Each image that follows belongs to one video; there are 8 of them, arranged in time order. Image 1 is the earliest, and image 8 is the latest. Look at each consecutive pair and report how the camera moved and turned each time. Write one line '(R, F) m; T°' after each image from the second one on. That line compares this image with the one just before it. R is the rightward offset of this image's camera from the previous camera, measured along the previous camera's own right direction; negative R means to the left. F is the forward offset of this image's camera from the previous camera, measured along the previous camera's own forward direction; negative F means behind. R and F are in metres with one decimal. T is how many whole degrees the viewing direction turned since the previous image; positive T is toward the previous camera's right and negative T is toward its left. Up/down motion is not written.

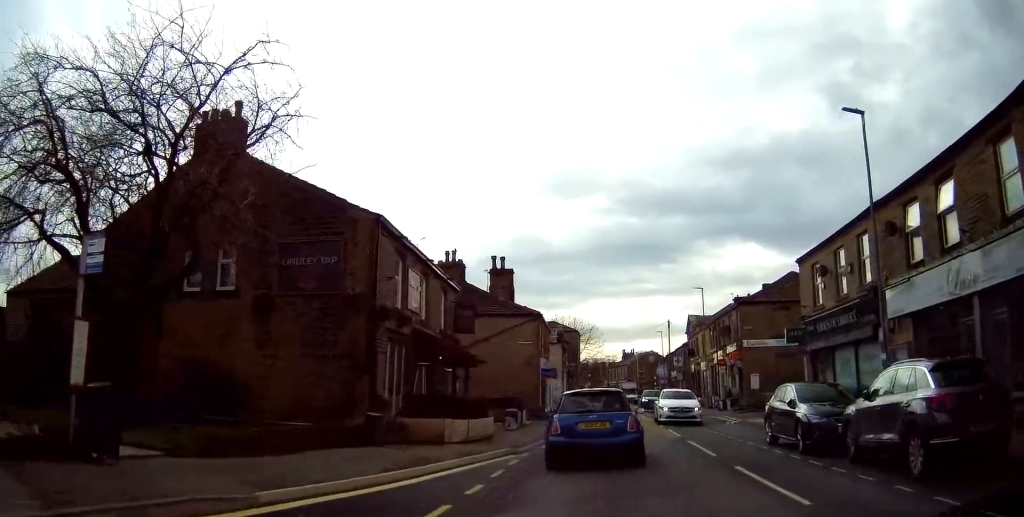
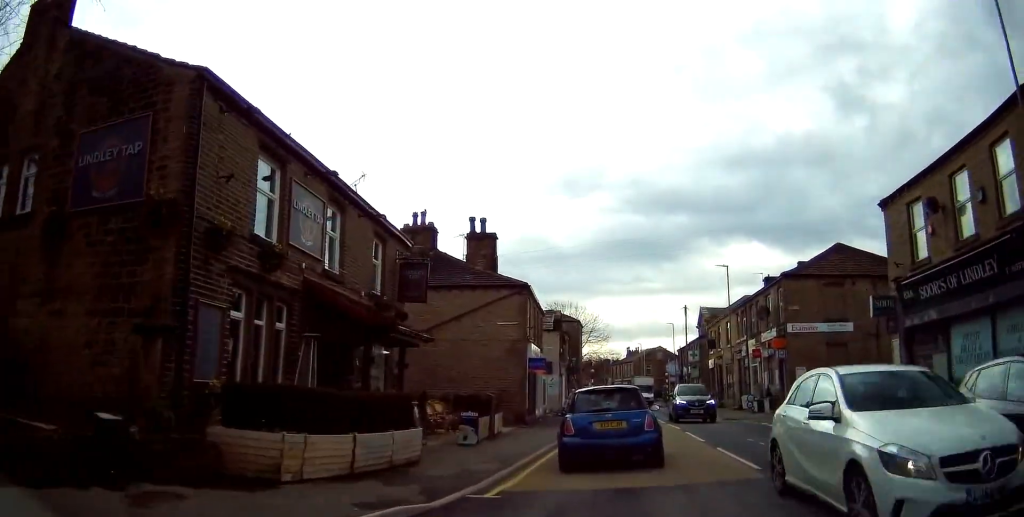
(0.0, +9.0) m; 0°
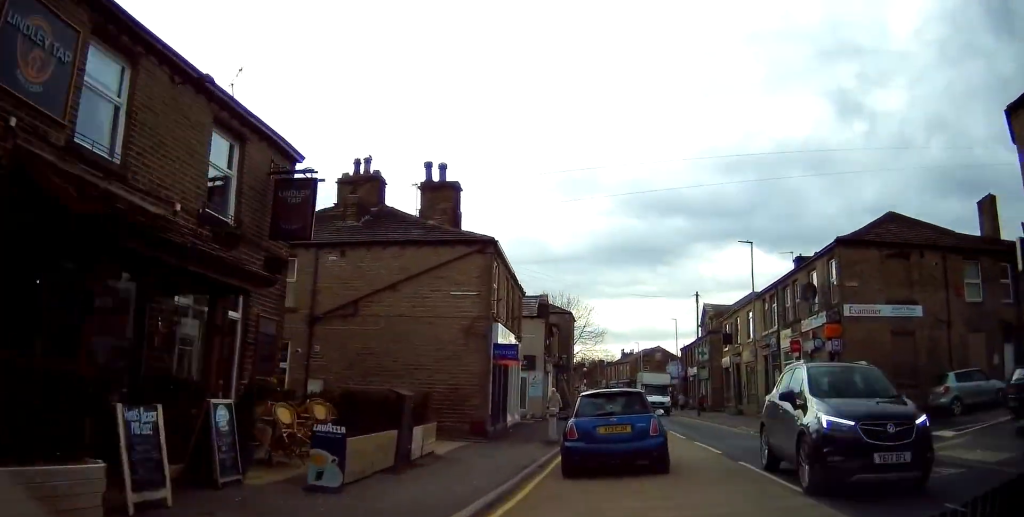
(0.0, +8.1) m; 0°
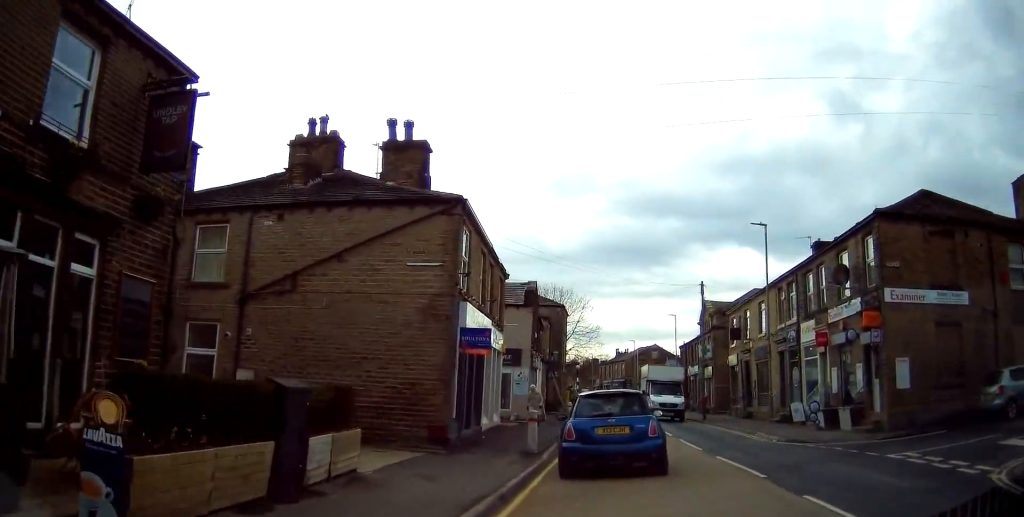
(0.0, +4.0) m; 0°
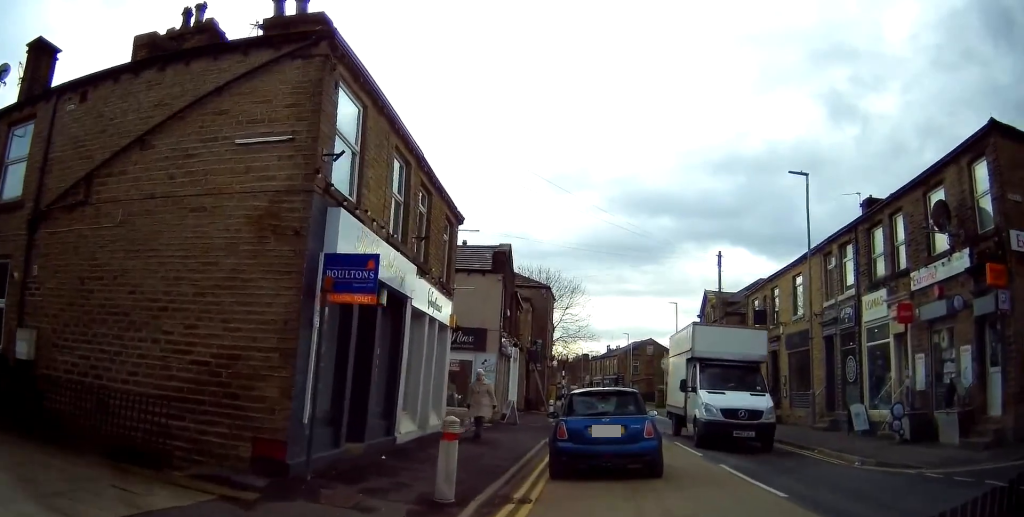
(0.0, +7.7) m; +3°
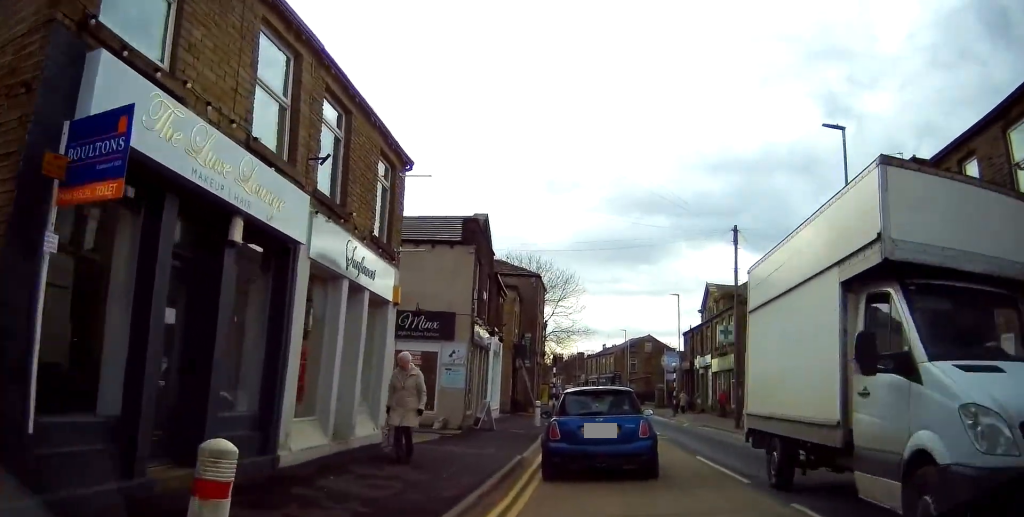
(+0.2, +4.9) m; +1°
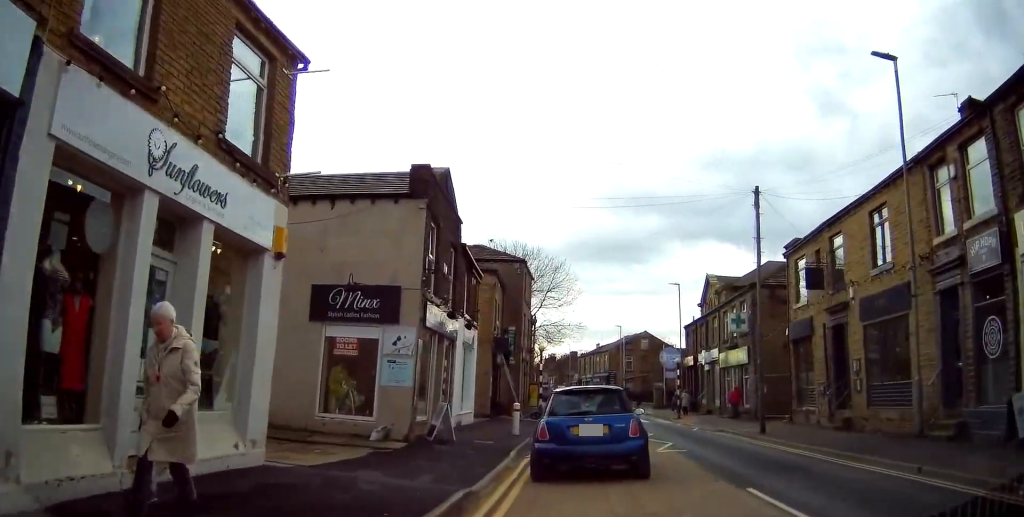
(+0.2, +4.9) m; -1°
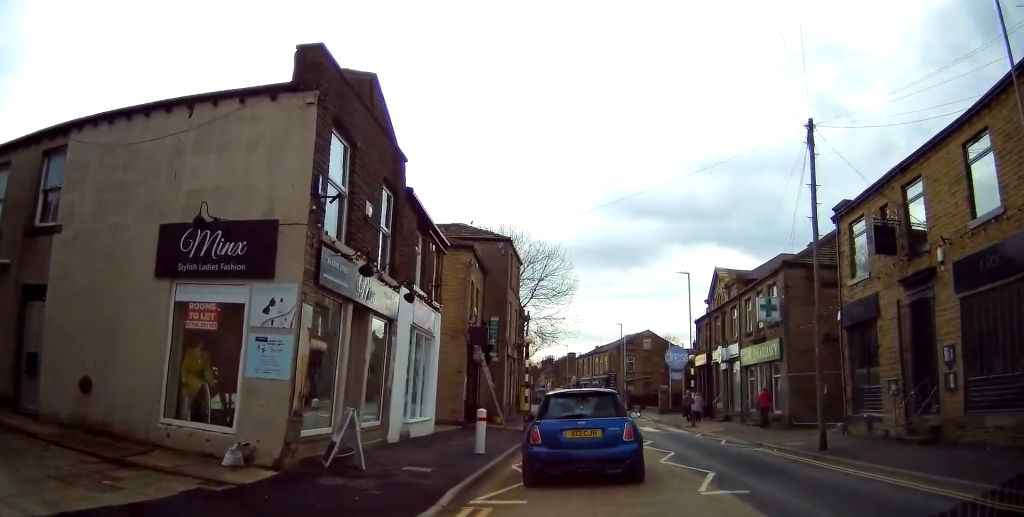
(-0.3, +5.8) m; -2°
